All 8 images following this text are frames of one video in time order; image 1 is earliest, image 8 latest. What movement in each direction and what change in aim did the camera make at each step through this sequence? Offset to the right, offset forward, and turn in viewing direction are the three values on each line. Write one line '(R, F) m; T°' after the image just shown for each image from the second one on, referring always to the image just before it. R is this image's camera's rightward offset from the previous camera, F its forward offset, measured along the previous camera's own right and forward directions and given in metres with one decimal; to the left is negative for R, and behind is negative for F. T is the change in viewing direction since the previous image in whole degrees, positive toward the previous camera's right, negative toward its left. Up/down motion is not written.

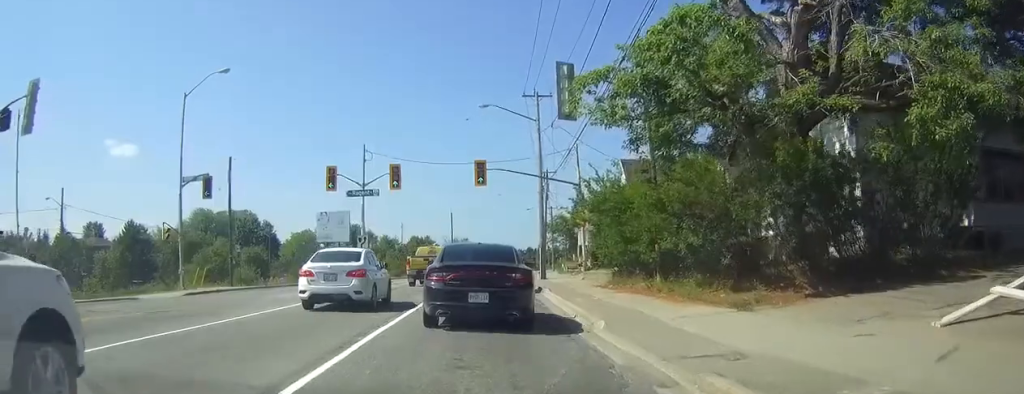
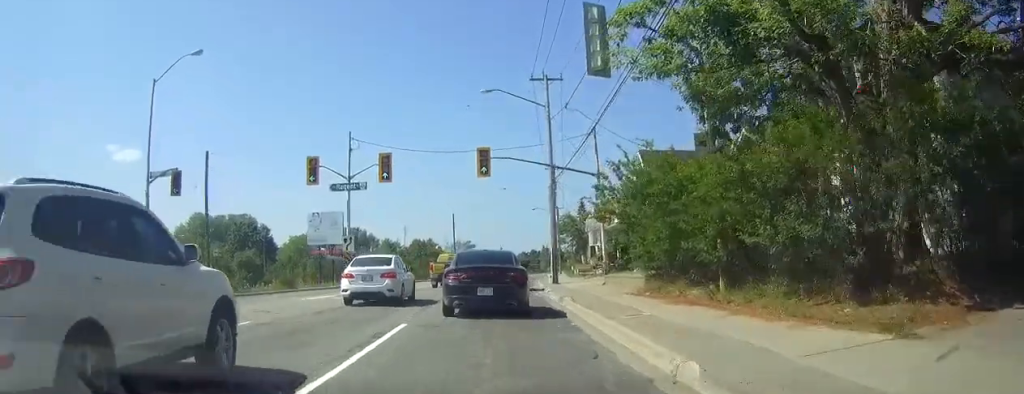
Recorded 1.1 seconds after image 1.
(0.0, +4.4) m; -2°
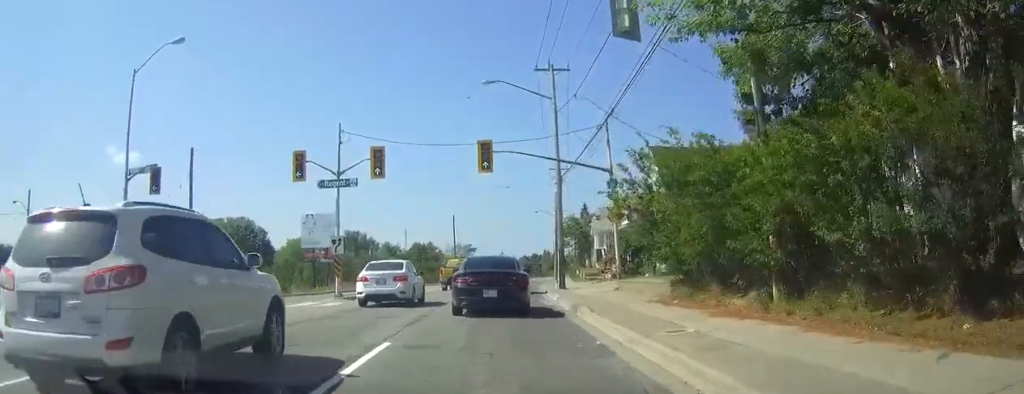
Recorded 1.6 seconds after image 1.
(0.0, +2.4) m; -1°
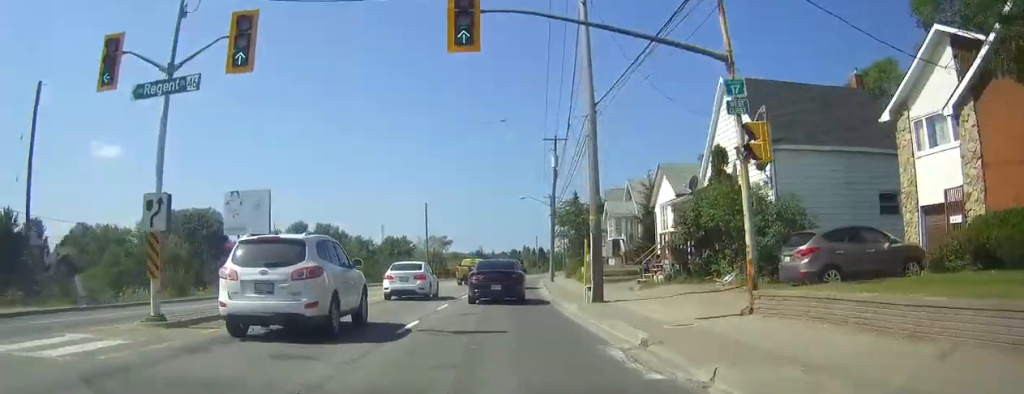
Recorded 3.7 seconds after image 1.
(0.0, +12.9) m; +1°
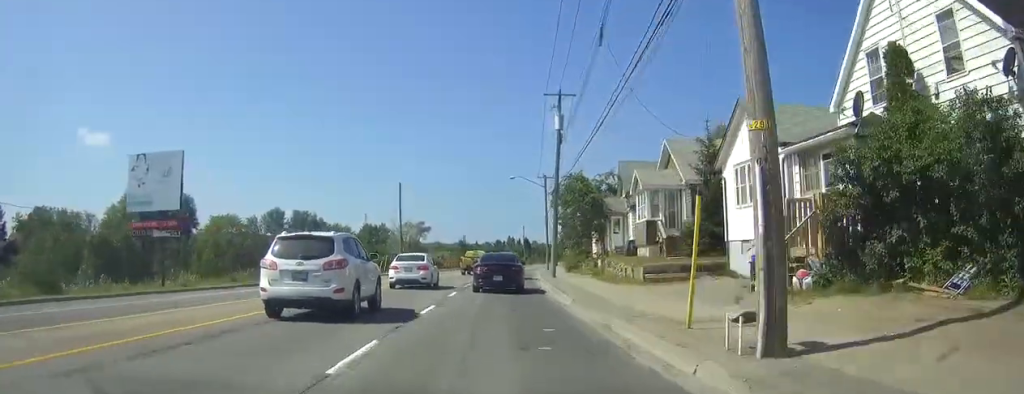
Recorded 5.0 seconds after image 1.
(0.0, +11.5) m; -1°
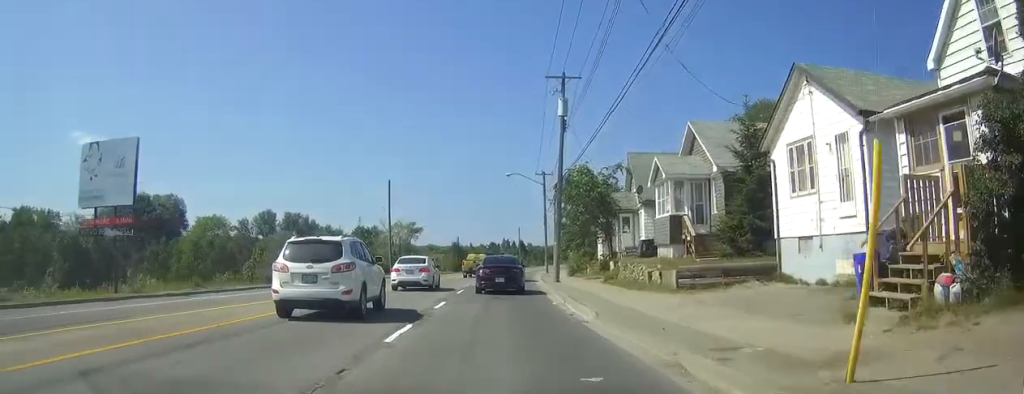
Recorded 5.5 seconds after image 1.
(0.0, +4.8) m; 0°
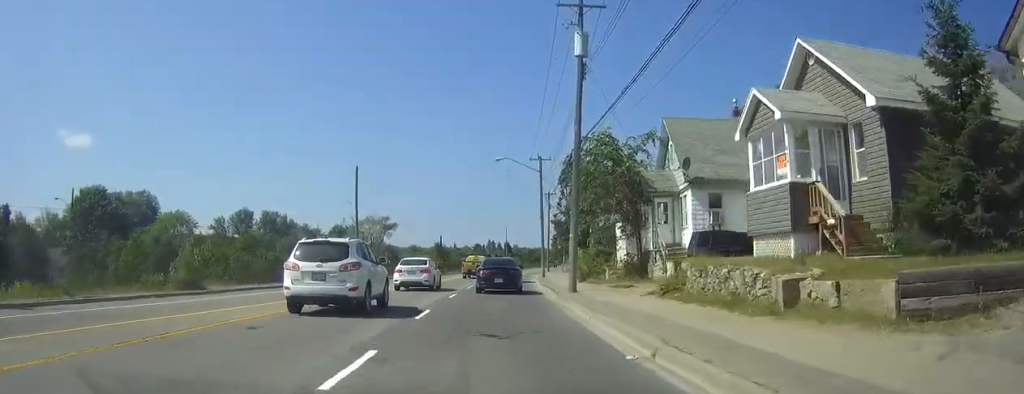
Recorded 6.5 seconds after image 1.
(0.0, +11.5) m; +1°
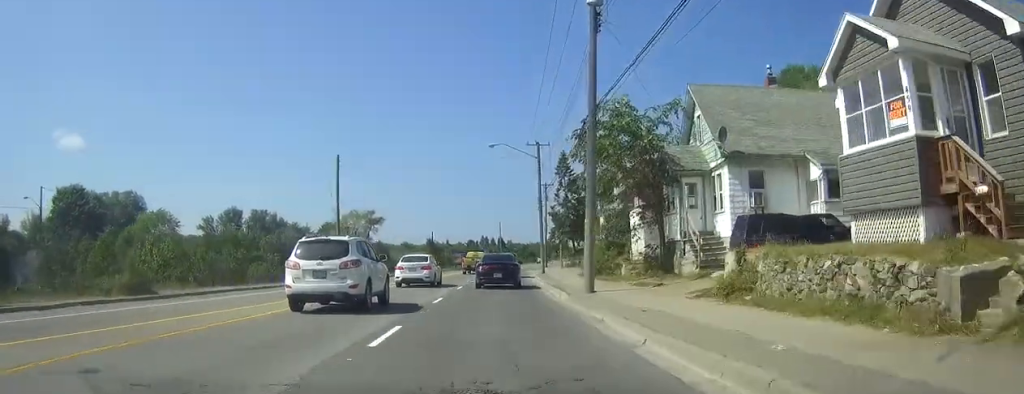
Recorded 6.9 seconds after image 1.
(0.0, +5.1) m; +1°
